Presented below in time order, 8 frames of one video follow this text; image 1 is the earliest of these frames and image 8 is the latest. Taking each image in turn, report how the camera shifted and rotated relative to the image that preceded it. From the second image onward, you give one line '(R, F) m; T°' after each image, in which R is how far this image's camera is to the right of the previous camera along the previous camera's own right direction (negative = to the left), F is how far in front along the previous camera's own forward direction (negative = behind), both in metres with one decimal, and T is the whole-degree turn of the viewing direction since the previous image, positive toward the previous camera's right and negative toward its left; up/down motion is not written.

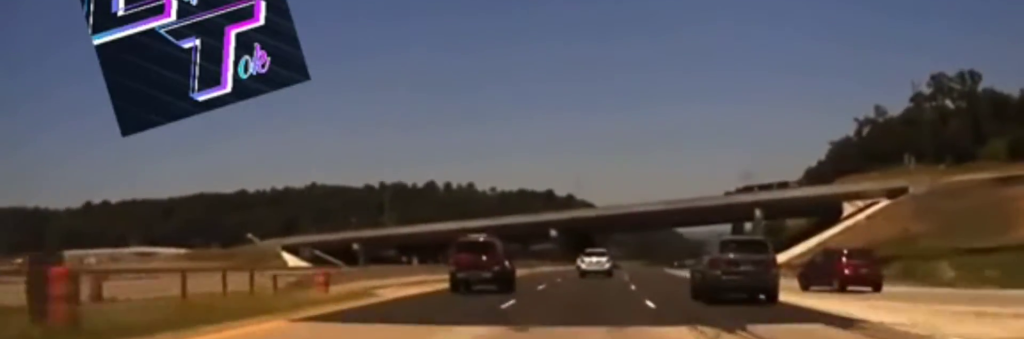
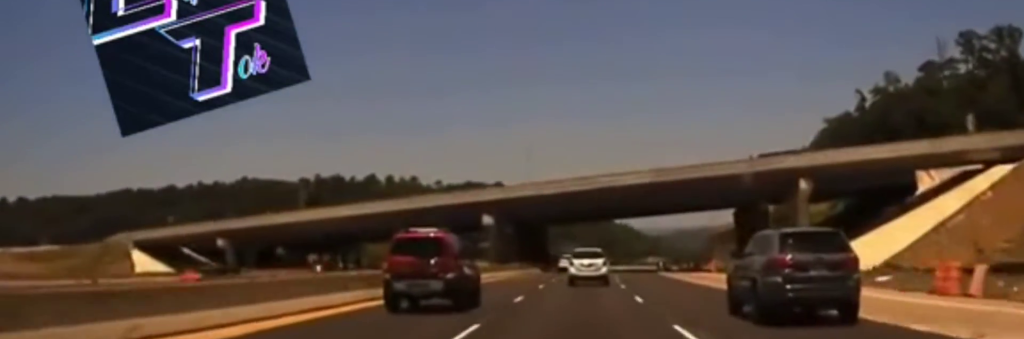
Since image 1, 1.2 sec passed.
(+1.3, +46.3) m; +3°
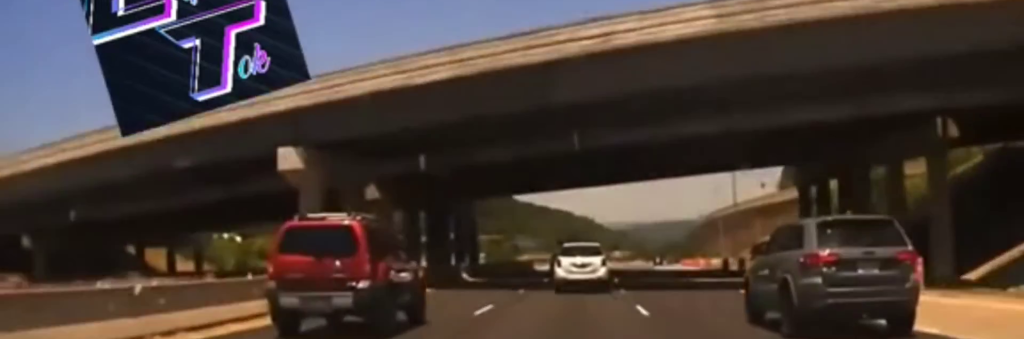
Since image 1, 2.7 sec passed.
(+1.9, +53.7) m; +3°
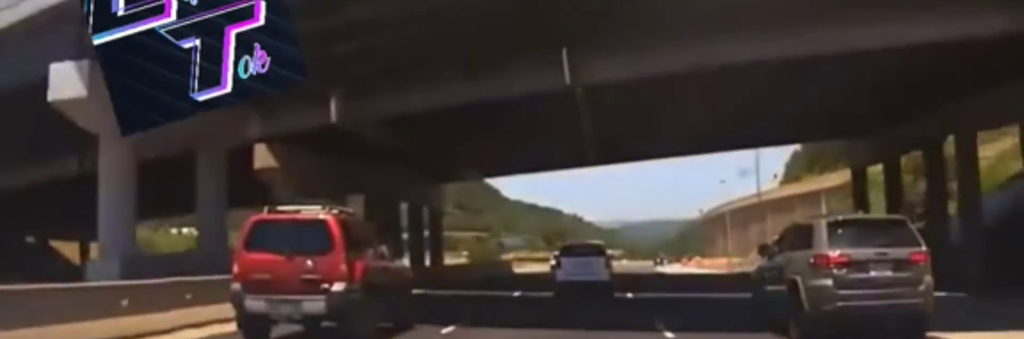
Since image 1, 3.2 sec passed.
(+0.1, +14.5) m; +1°
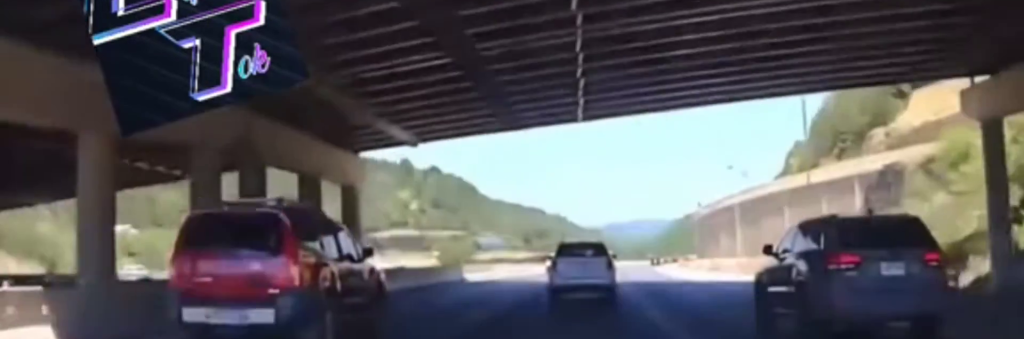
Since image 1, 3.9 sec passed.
(+0.1, +18.4) m; +1°
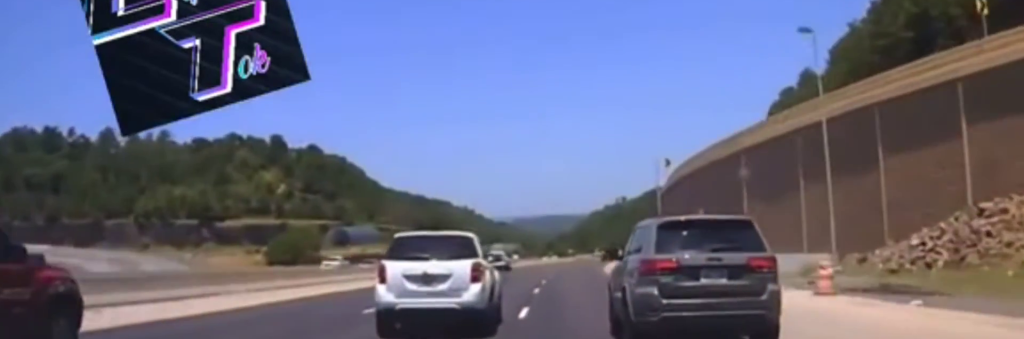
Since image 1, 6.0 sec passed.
(+1.8, +65.9) m; +3°
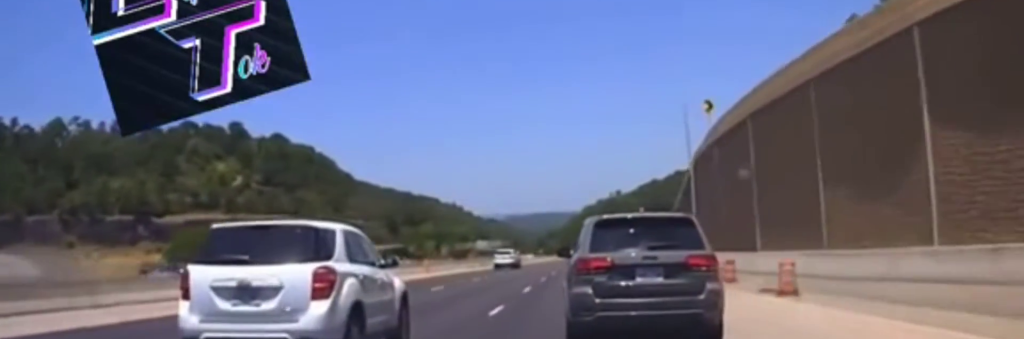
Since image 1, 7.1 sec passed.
(+0.7, +38.8) m; +2°
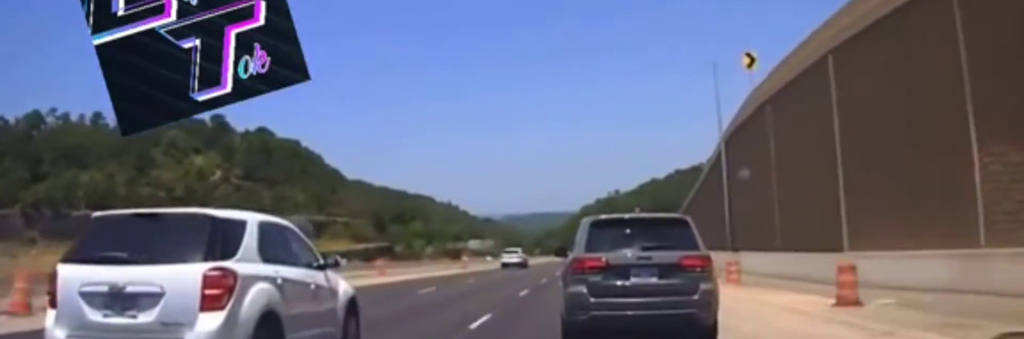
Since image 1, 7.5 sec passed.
(+0.2, +18.3) m; +1°
